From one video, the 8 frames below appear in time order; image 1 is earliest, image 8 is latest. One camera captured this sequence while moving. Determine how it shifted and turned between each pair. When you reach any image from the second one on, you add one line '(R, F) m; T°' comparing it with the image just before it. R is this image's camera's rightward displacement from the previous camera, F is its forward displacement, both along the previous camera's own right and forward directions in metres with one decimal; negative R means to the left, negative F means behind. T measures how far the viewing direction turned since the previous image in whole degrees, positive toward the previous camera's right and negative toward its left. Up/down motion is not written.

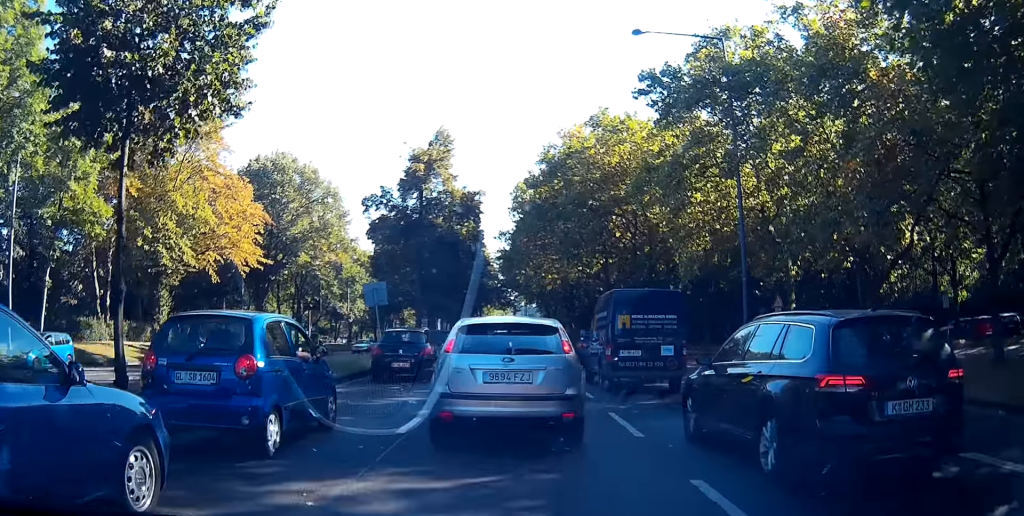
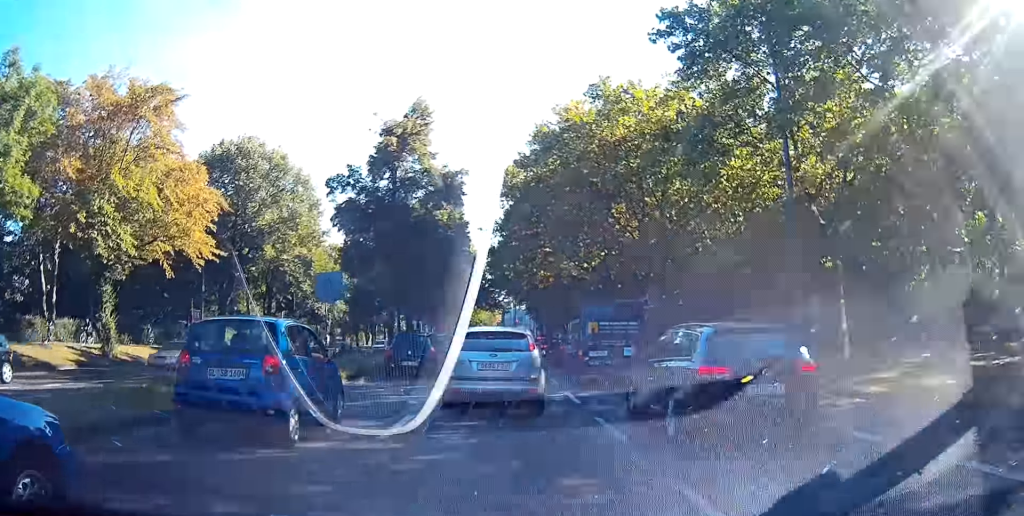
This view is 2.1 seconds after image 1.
(+1.0, +11.2) m; +8°
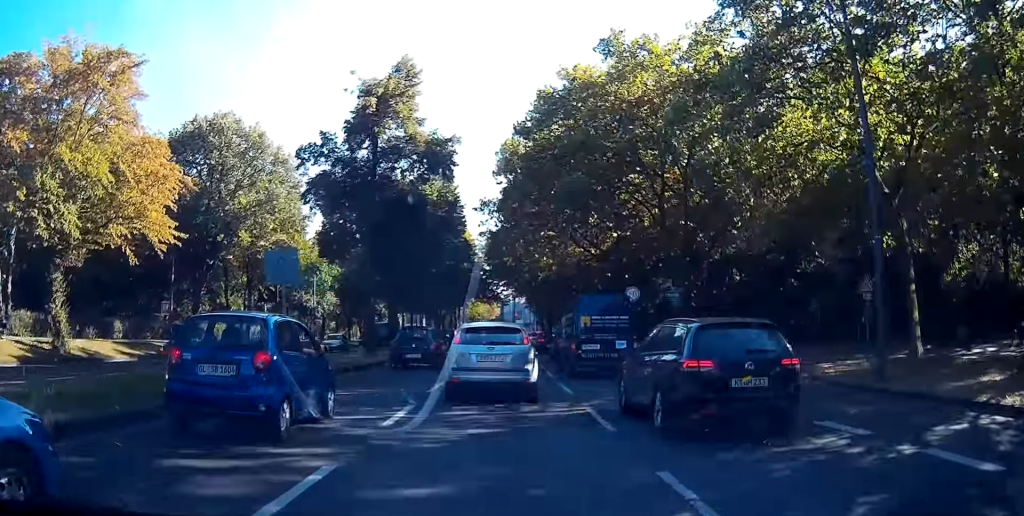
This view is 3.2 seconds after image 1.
(0.0, +6.6) m; 0°
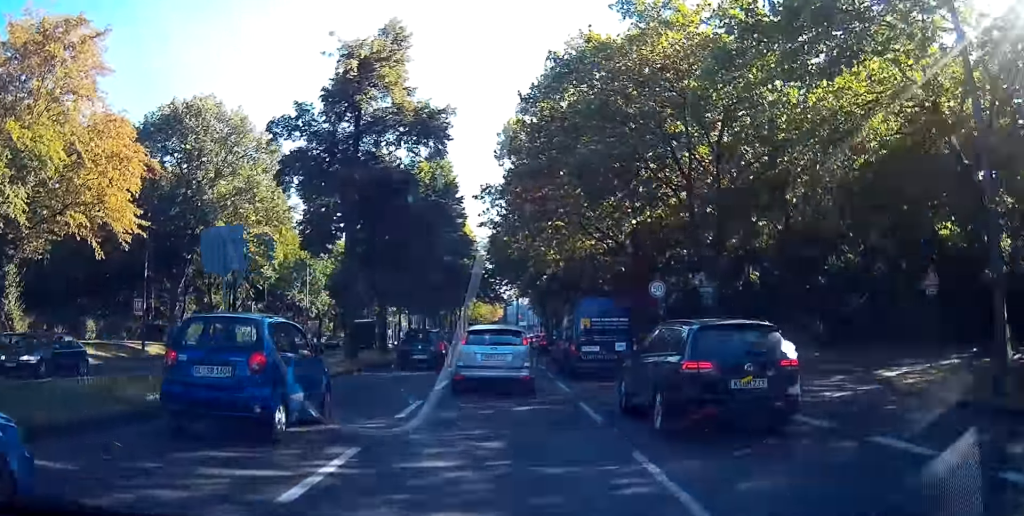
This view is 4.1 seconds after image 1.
(-0.1, +6.0) m; -1°
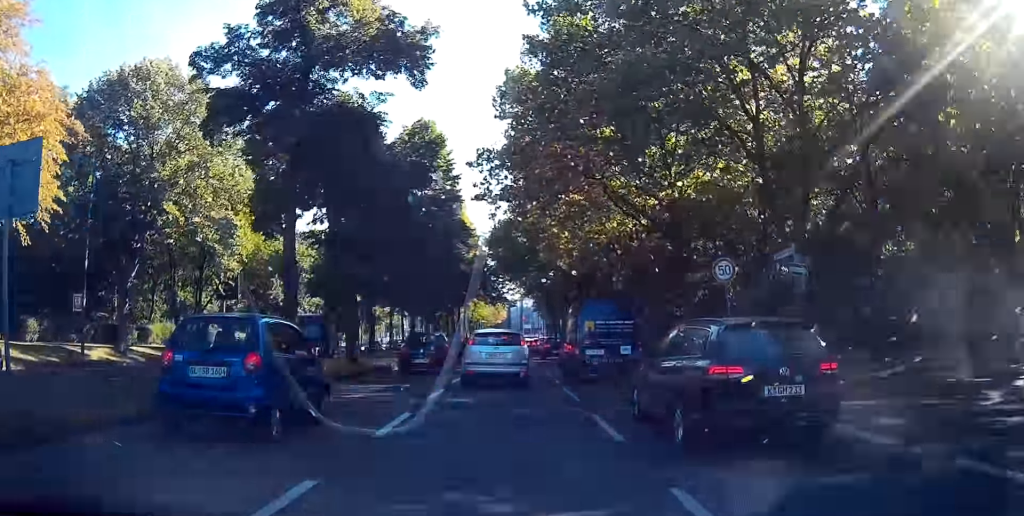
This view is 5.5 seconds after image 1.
(0.0, +10.2) m; 0°
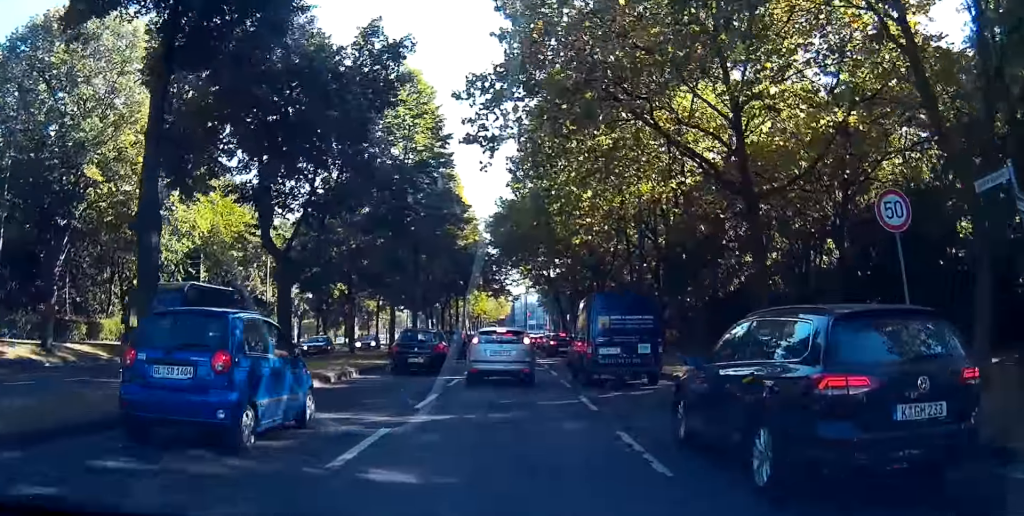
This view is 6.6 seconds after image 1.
(+0.1, +8.5) m; -3°
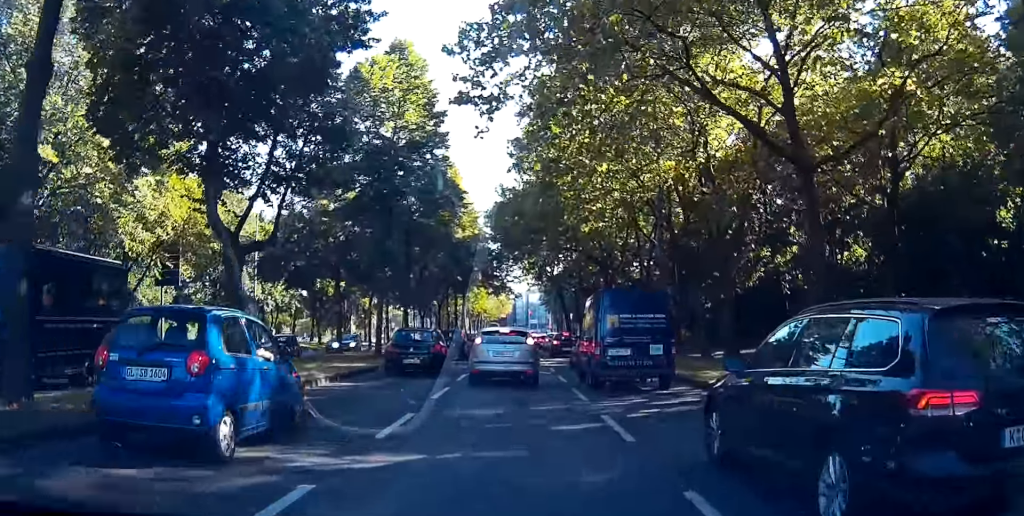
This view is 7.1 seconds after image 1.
(+0.1, +3.4) m; -3°
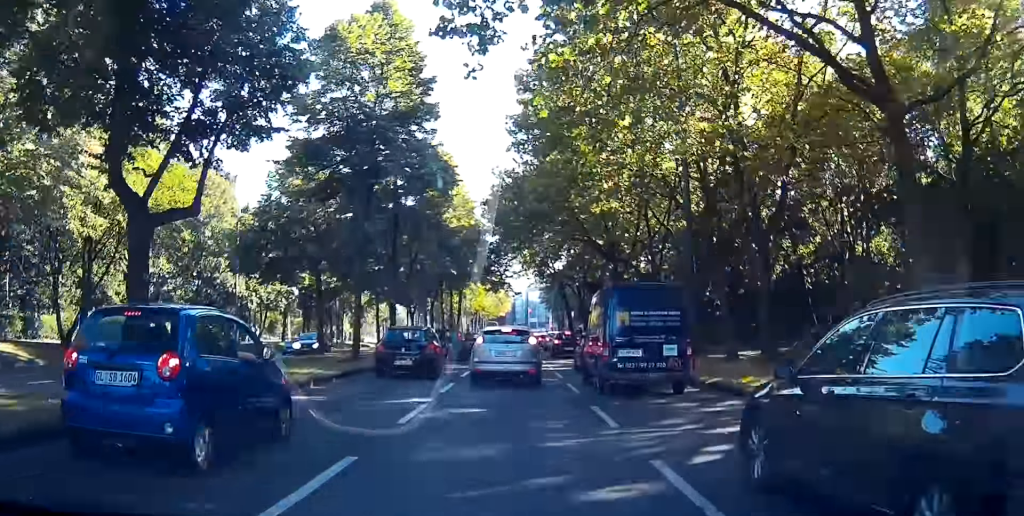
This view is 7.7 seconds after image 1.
(-0.5, +3.7) m; -5°
